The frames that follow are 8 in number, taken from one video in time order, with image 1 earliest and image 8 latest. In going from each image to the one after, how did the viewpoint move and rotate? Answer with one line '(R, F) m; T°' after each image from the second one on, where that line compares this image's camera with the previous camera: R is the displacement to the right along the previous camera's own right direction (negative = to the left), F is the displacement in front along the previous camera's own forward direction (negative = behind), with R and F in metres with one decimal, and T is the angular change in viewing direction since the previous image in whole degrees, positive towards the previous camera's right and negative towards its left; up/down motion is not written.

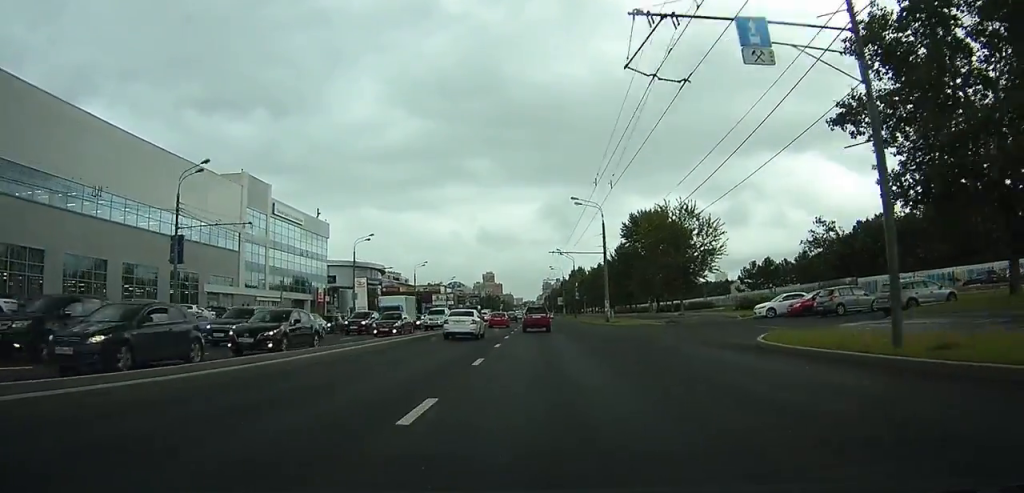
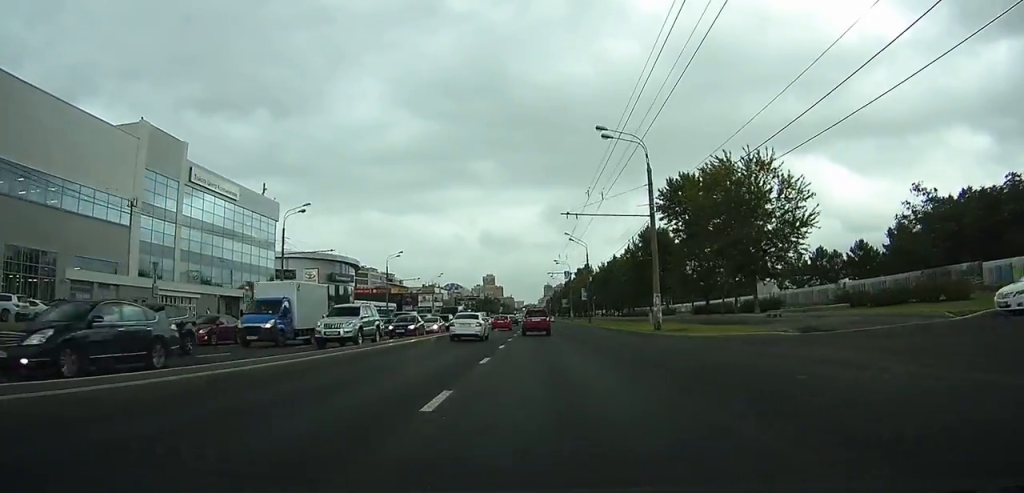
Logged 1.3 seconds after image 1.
(+0.3, +21.4) m; +1°
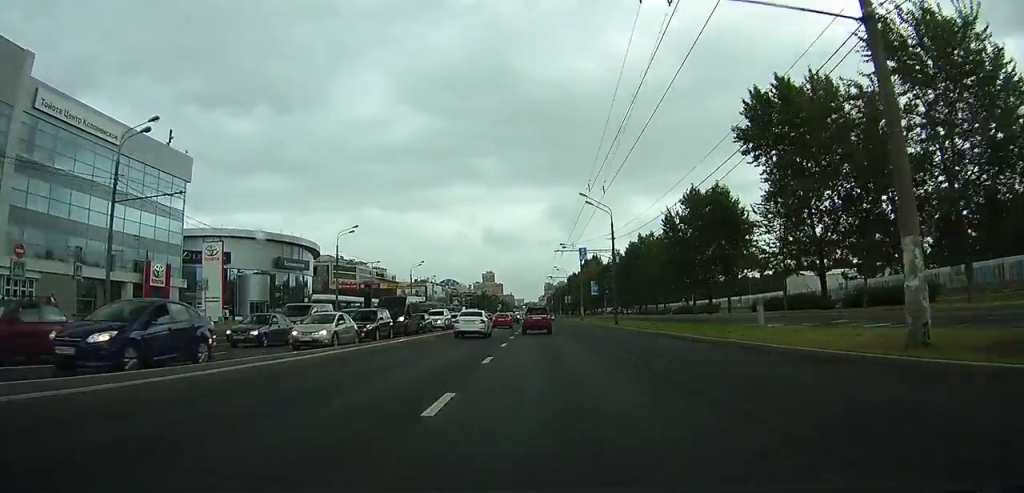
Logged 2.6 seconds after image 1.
(-0.3, +24.9) m; -1°
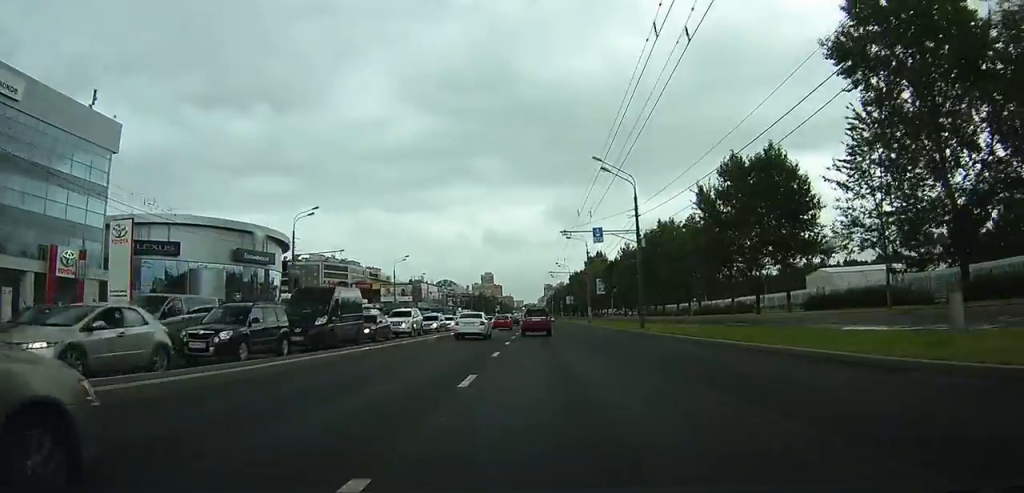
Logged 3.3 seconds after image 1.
(0.0, +13.9) m; 0°
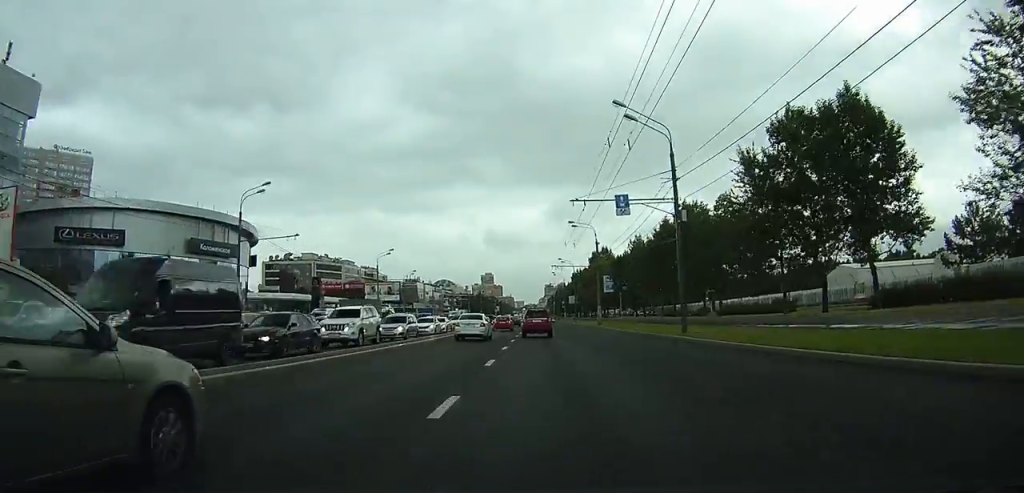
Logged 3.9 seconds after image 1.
(+0.1, +11.9) m; 0°
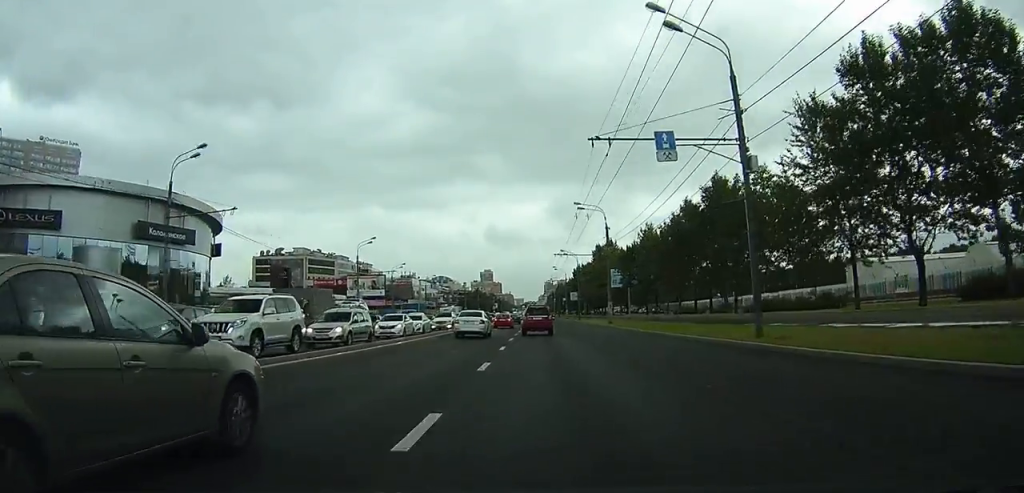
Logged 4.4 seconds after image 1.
(0.0, +10.4) m; 0°
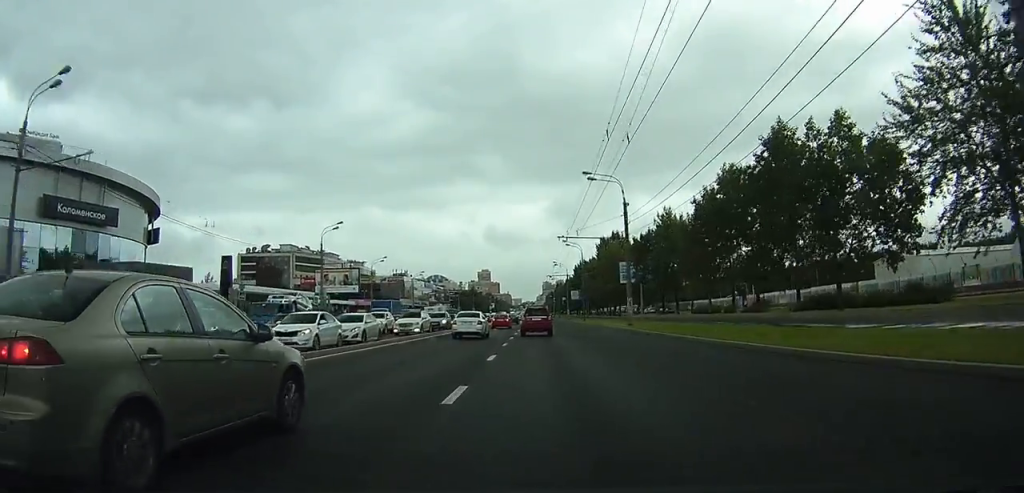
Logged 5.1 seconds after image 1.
(0.0, +13.5) m; 0°
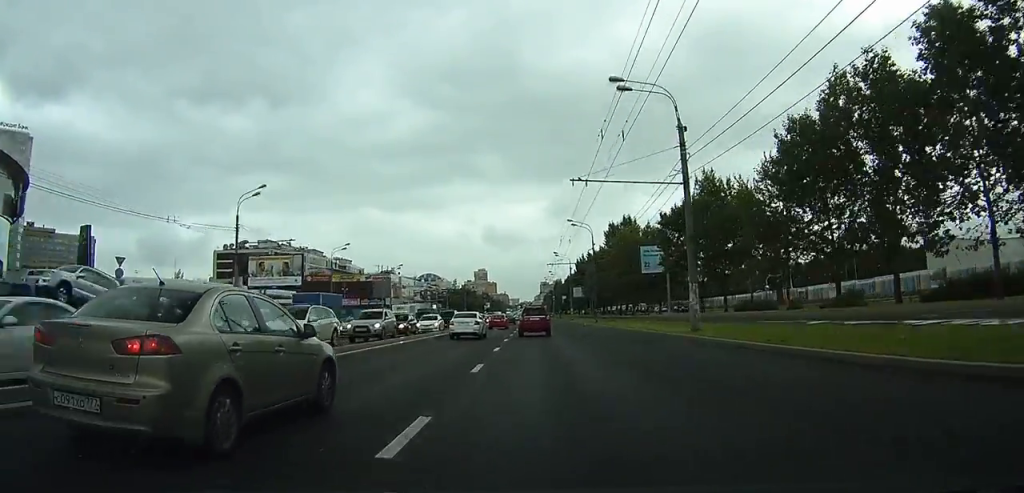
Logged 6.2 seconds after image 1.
(+0.1, +19.5) m; 0°
